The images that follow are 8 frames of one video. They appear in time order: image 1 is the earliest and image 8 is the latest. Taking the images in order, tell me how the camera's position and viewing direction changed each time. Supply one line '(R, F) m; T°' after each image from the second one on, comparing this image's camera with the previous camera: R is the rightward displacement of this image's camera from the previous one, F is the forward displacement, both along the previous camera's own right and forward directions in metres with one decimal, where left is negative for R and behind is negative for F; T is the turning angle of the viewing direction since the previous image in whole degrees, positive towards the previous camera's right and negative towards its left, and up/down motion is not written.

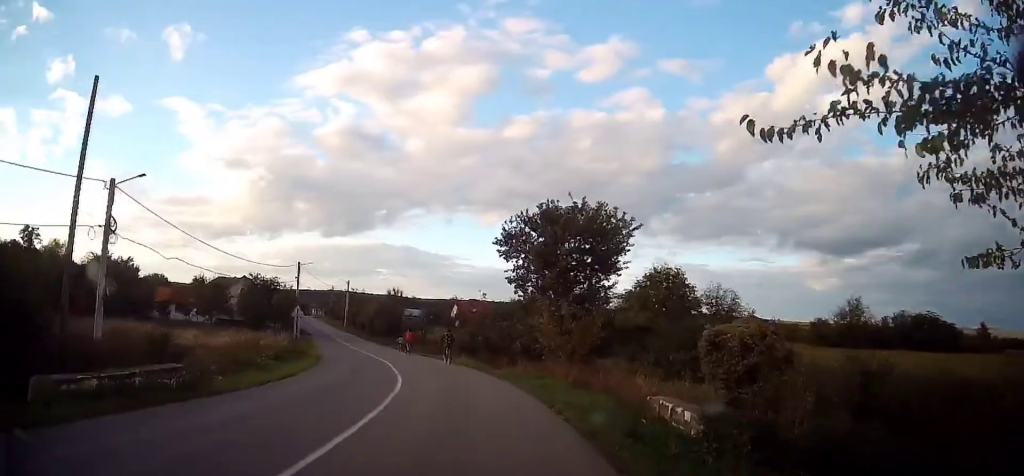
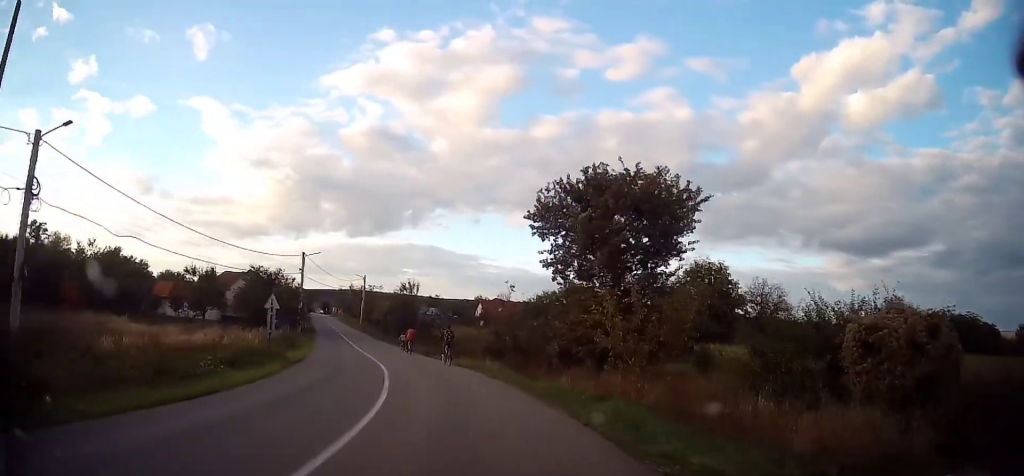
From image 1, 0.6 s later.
(-0.2, +6.3) m; -2°
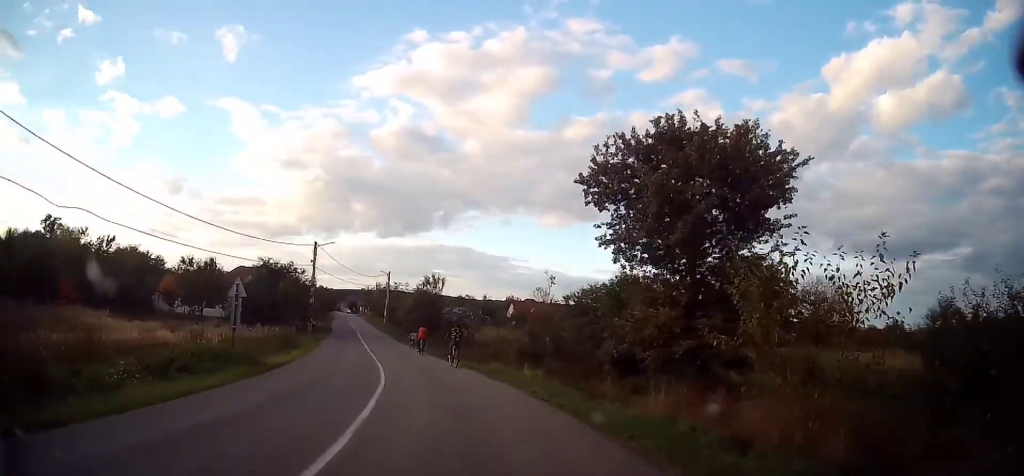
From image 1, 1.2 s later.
(-0.1, +5.6) m; -2°
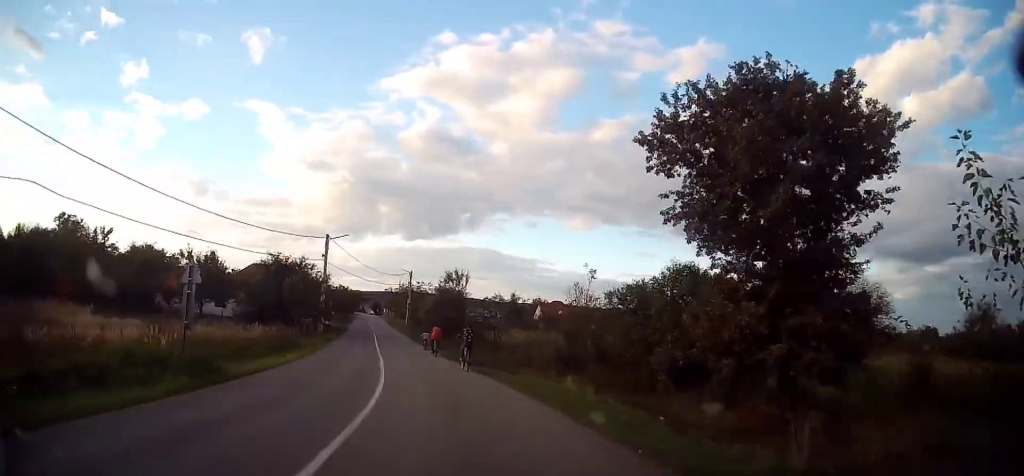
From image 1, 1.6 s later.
(0.0, +4.2) m; -2°
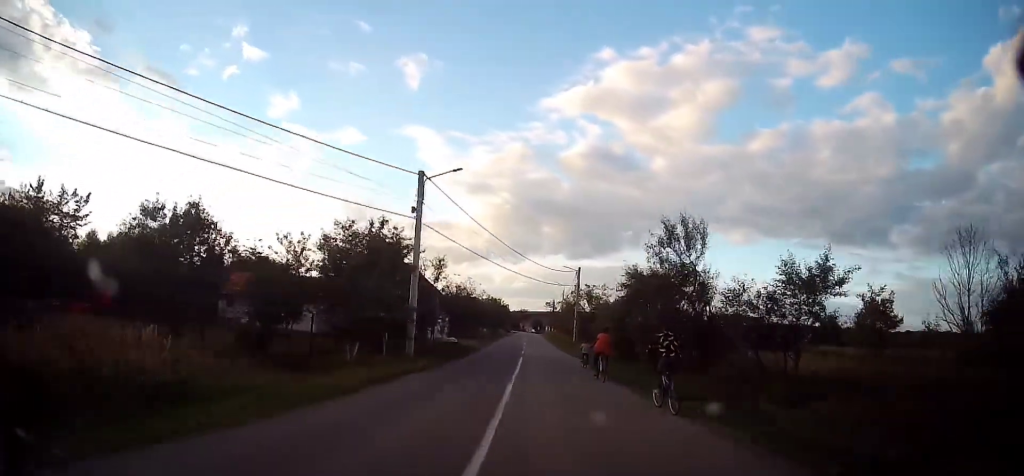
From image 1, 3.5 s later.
(-2.7, +20.8) m; -15°
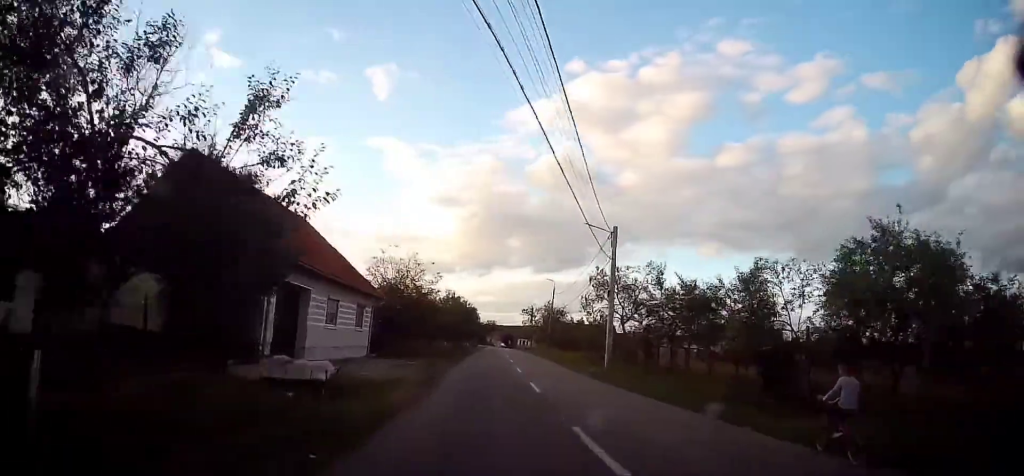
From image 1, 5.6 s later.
(-1.4, +25.3) m; -2°
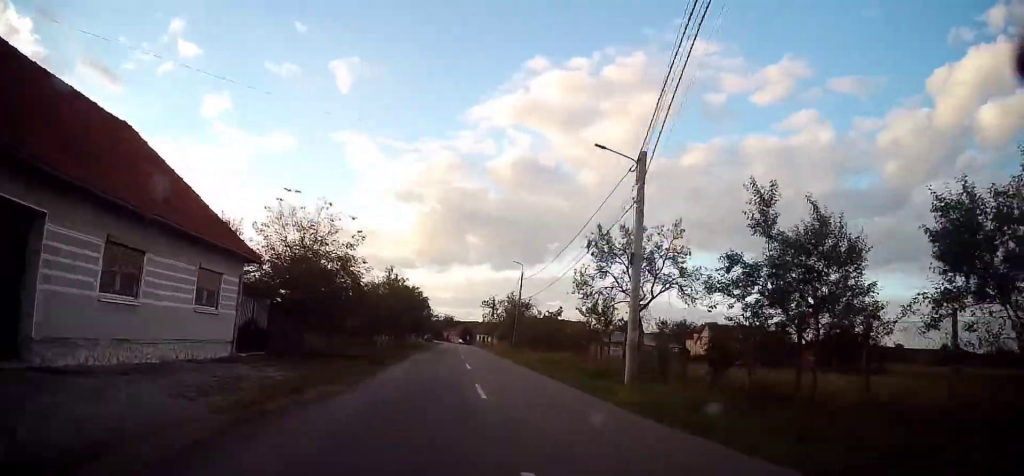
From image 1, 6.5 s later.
(+0.3, +12.2) m; +3°
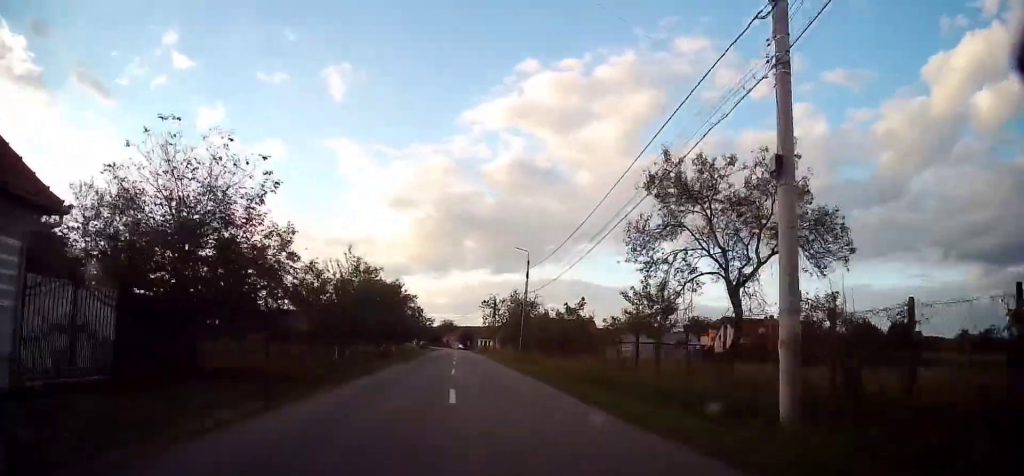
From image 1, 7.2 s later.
(+0.2, +9.6) m; +2°
